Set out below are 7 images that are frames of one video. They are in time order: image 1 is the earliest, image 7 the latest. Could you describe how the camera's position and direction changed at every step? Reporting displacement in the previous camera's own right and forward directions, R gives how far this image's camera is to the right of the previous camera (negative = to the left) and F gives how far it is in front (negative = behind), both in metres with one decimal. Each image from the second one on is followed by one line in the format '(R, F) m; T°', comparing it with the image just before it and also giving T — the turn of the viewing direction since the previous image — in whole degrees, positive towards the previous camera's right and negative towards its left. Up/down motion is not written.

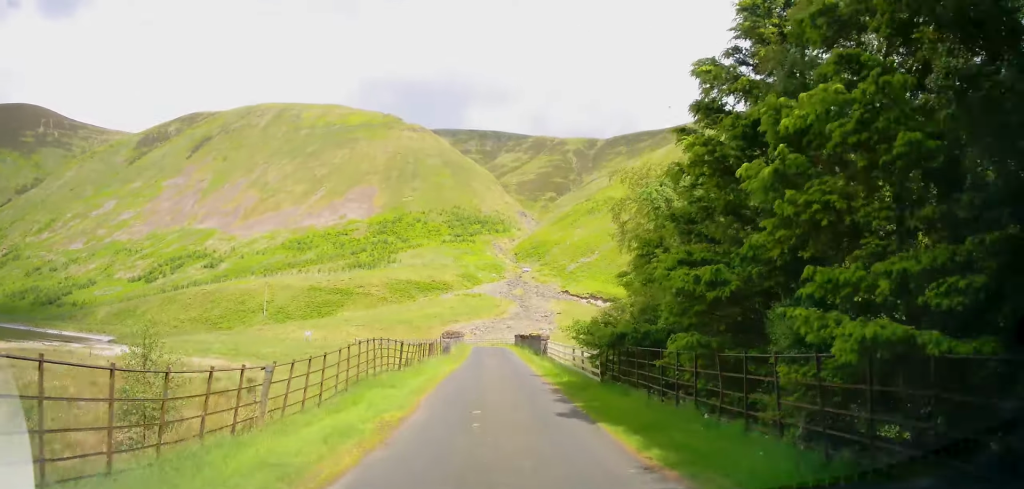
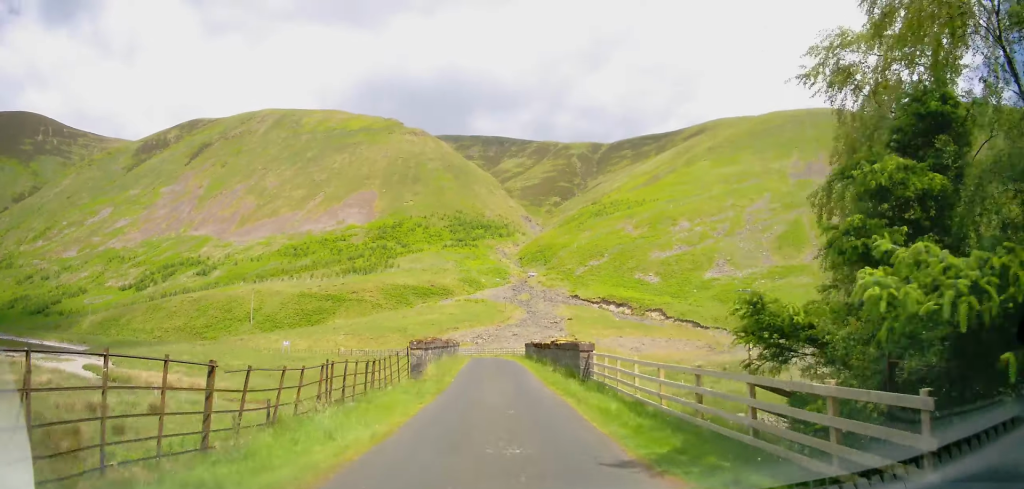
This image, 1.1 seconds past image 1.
(0.0, +12.2) m; 0°
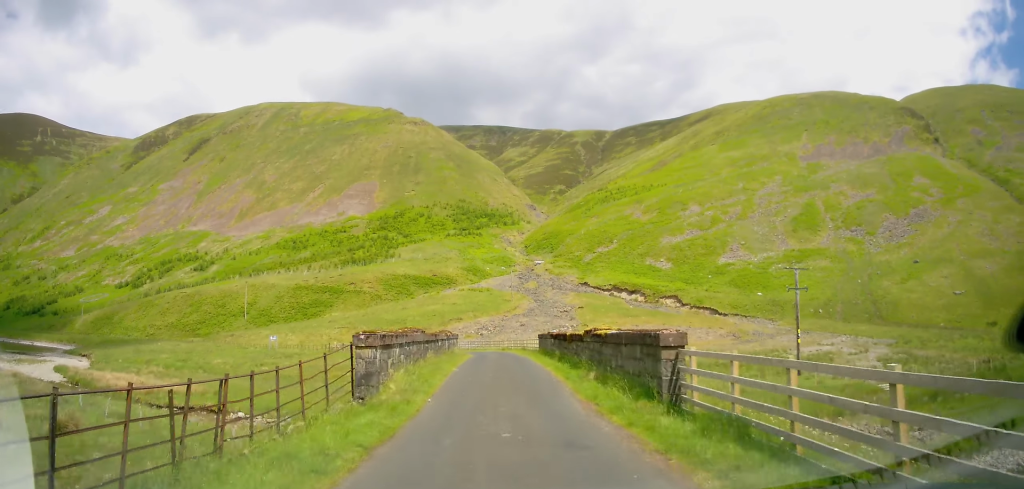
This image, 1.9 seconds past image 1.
(0.0, +7.8) m; 0°
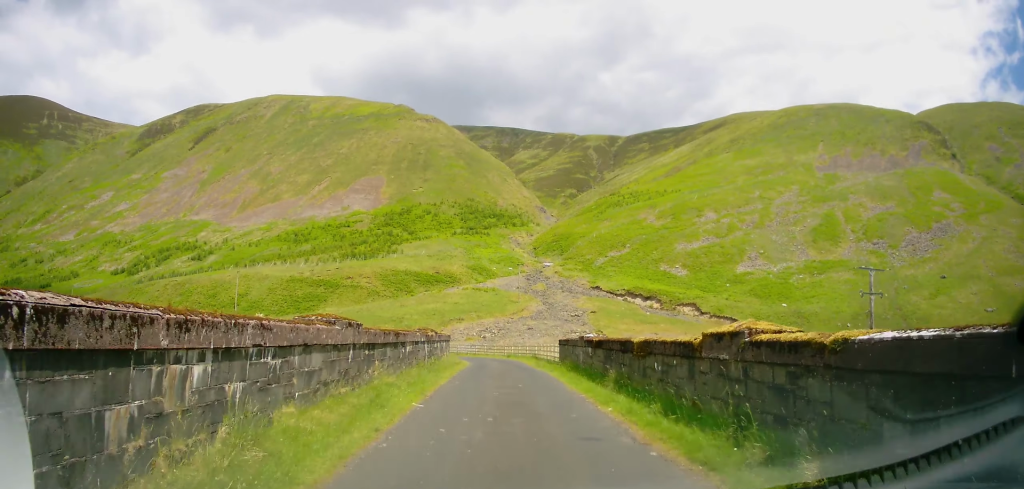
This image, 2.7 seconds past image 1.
(0.0, +9.2) m; 0°
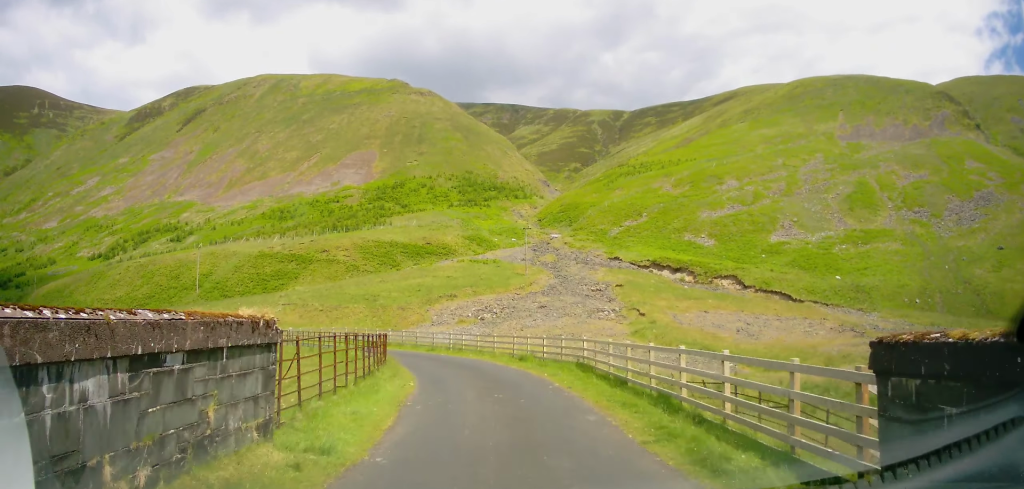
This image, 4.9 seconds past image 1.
(0.0, +22.8) m; 0°
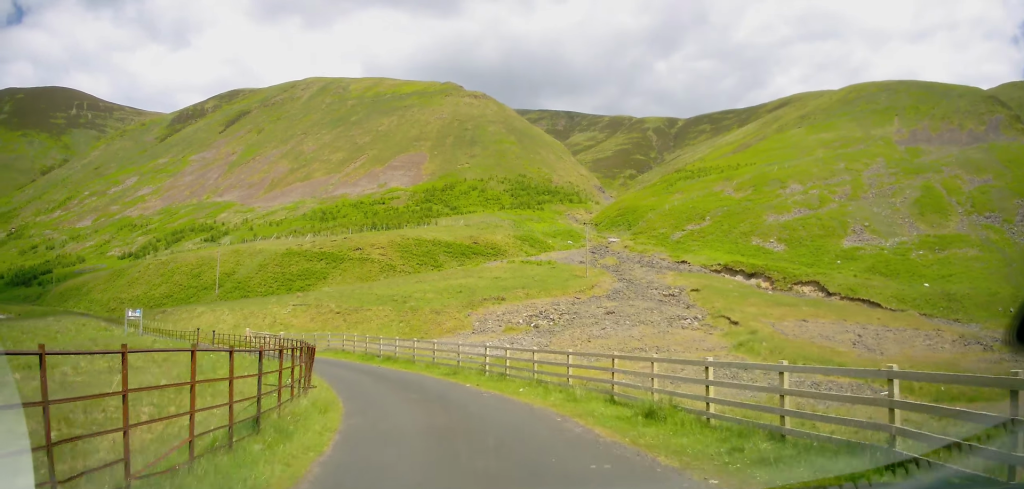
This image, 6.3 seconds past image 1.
(0.0, +15.0) m; 0°
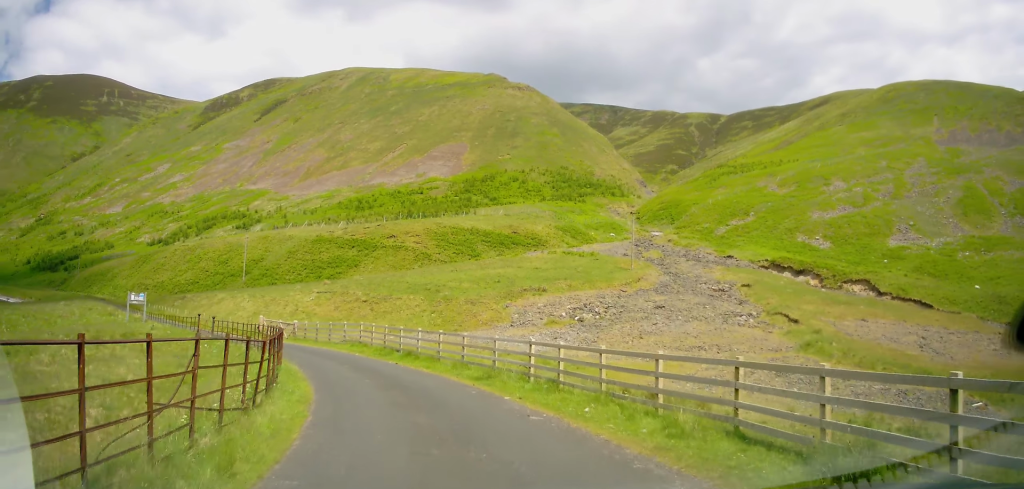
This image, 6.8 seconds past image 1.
(0.0, +5.2) m; -2°
